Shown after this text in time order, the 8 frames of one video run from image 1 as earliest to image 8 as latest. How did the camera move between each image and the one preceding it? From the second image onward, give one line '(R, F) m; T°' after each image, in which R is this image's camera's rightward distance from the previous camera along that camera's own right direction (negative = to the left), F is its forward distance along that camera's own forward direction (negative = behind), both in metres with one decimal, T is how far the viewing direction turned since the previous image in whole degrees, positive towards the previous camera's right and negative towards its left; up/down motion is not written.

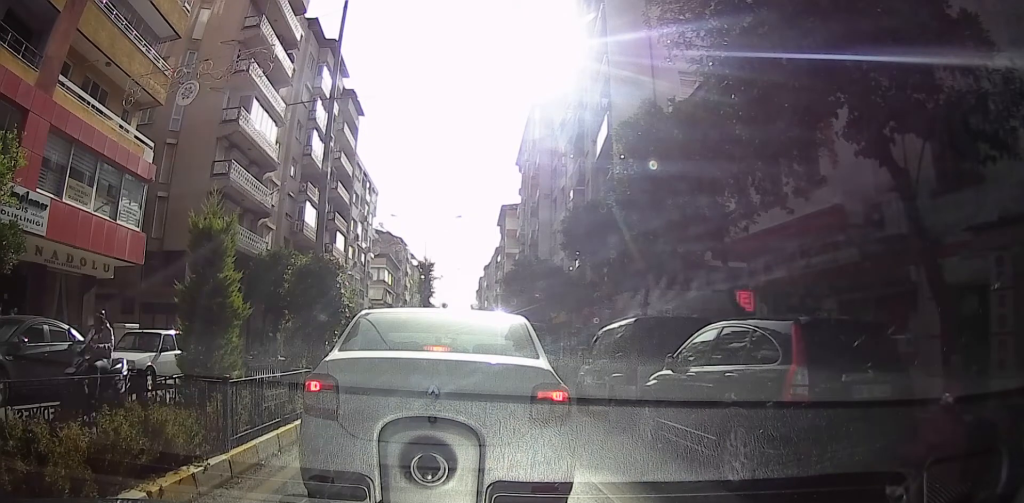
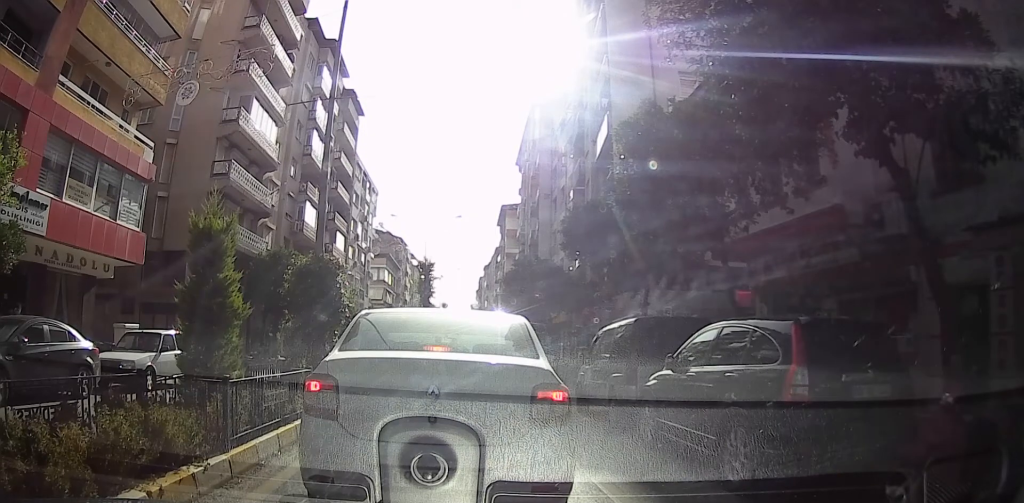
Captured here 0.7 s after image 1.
(0.0, 0.0) m; 0°
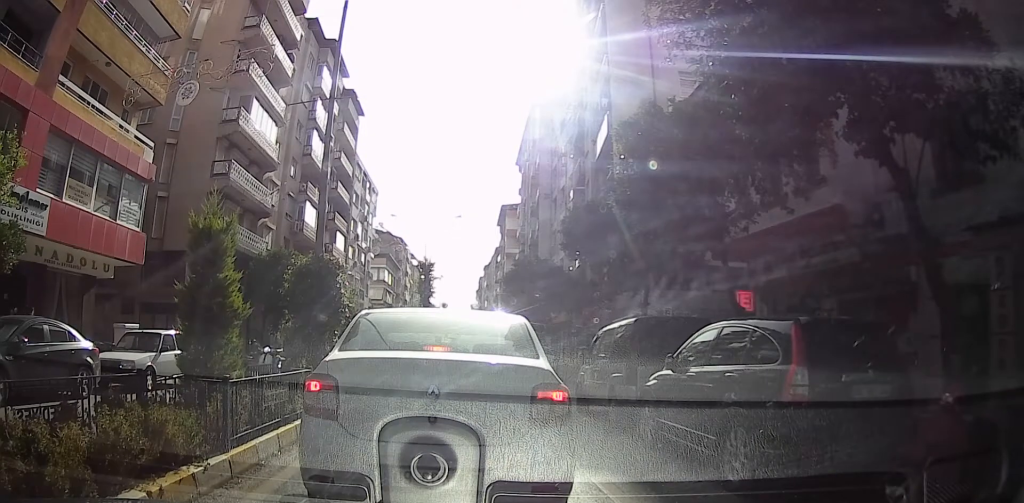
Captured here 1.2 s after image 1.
(0.0, 0.0) m; 0°
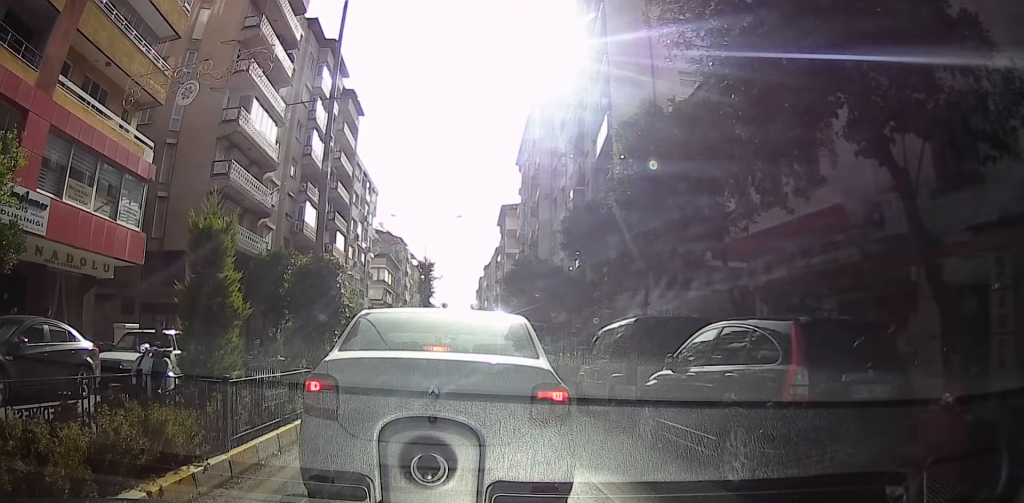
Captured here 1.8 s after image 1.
(0.0, 0.0) m; 0°
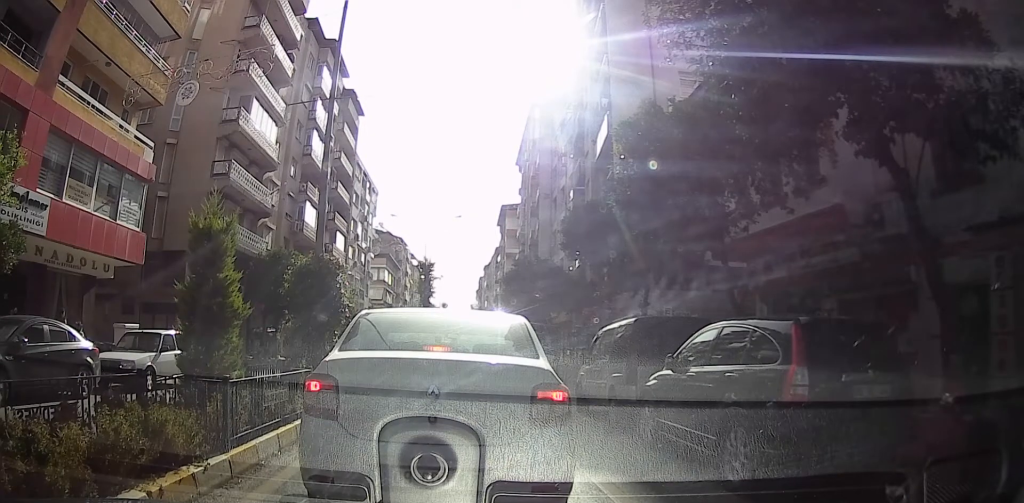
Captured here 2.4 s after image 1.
(0.0, 0.0) m; 0°
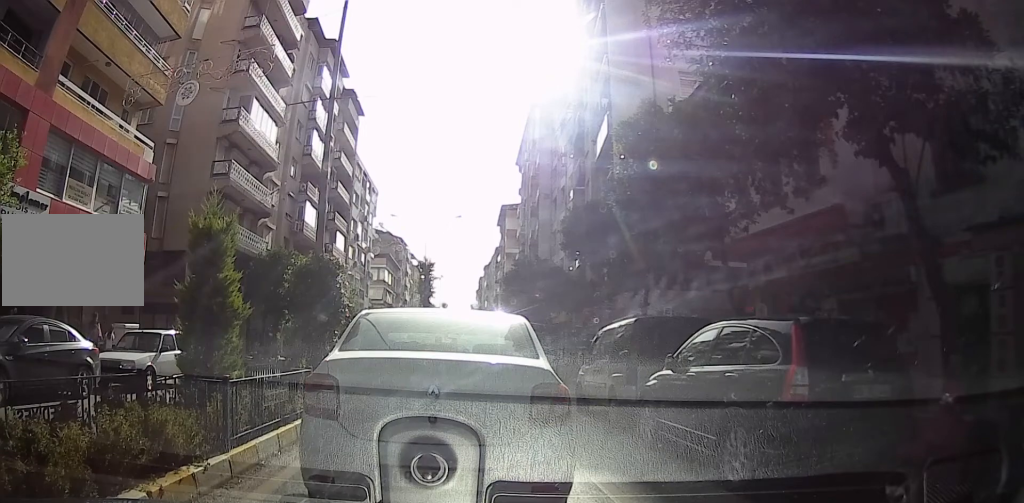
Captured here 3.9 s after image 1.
(+0.1, +0.4) m; 0°
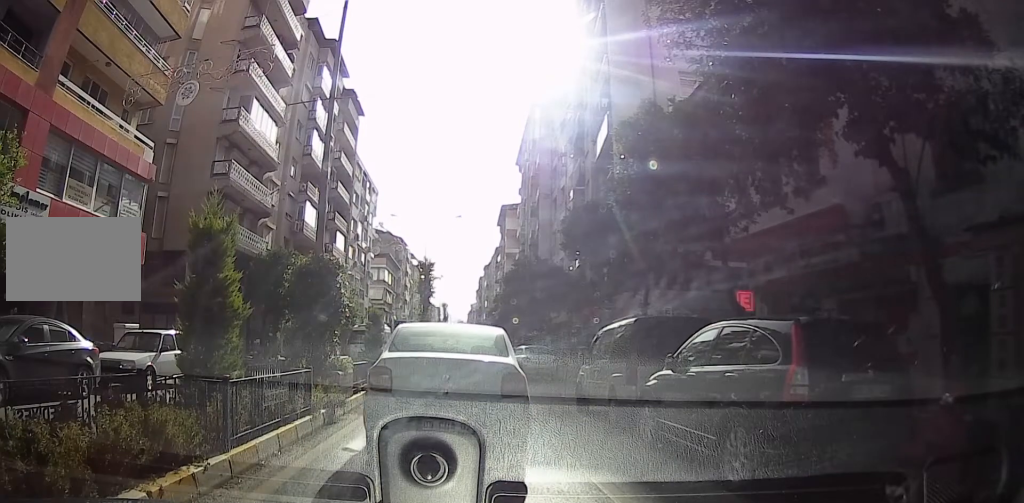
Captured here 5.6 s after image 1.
(+0.1, +0.5) m; 0°
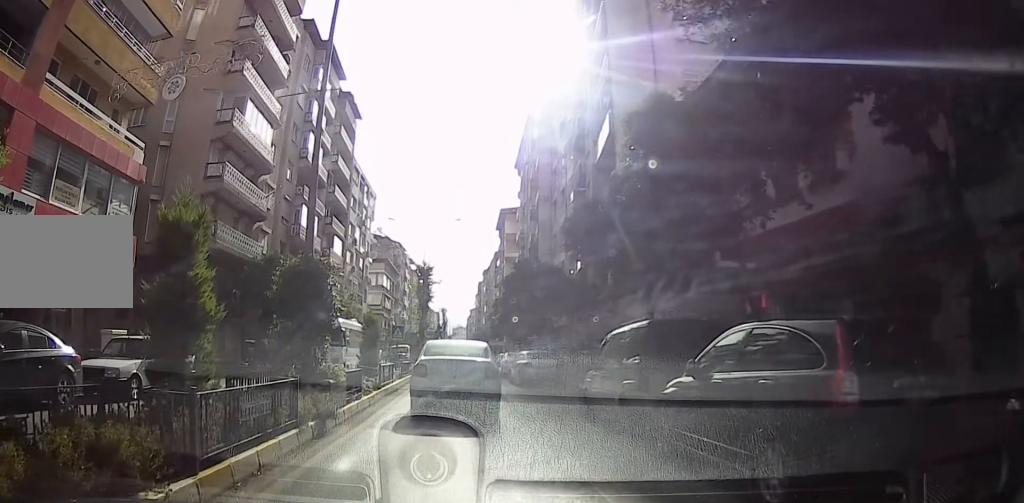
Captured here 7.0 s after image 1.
(+0.1, +0.4) m; 0°
